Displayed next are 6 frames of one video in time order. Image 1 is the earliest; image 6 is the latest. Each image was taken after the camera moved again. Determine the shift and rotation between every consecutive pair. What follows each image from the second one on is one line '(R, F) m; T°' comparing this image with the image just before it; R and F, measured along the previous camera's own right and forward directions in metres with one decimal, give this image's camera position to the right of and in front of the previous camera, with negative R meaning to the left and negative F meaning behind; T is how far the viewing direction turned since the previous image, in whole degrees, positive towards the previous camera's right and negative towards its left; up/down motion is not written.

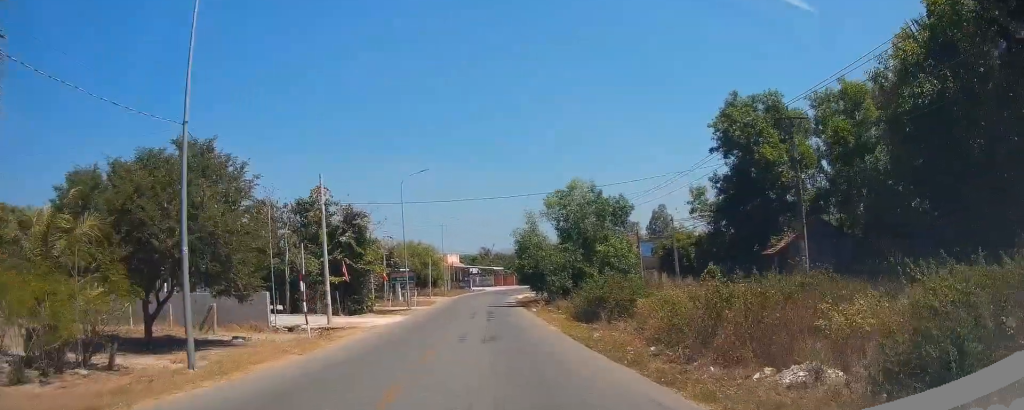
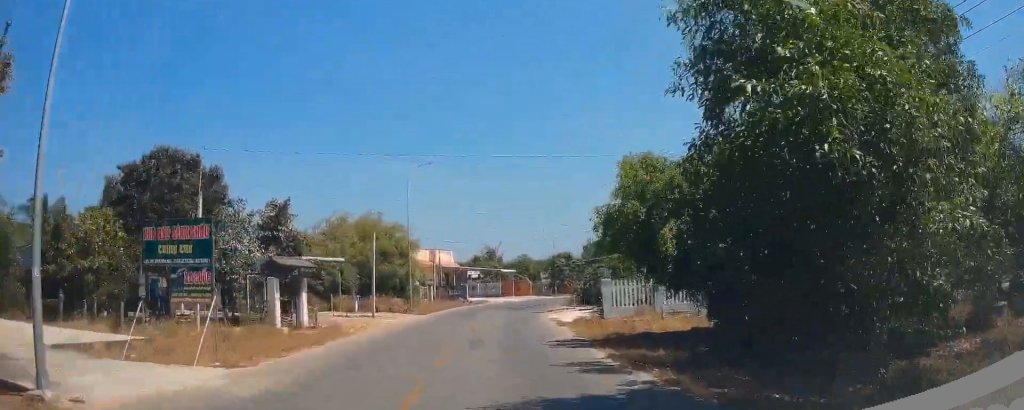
(+0.5, +42.1) m; 0°
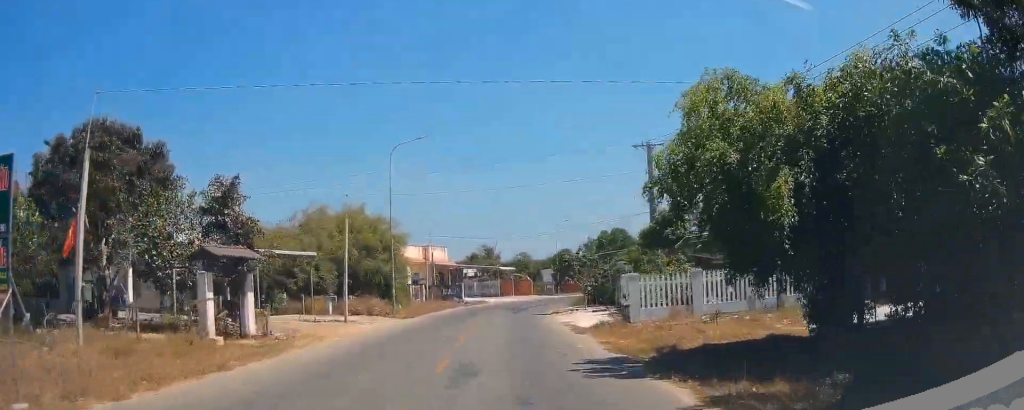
(-0.1, +7.0) m; -1°
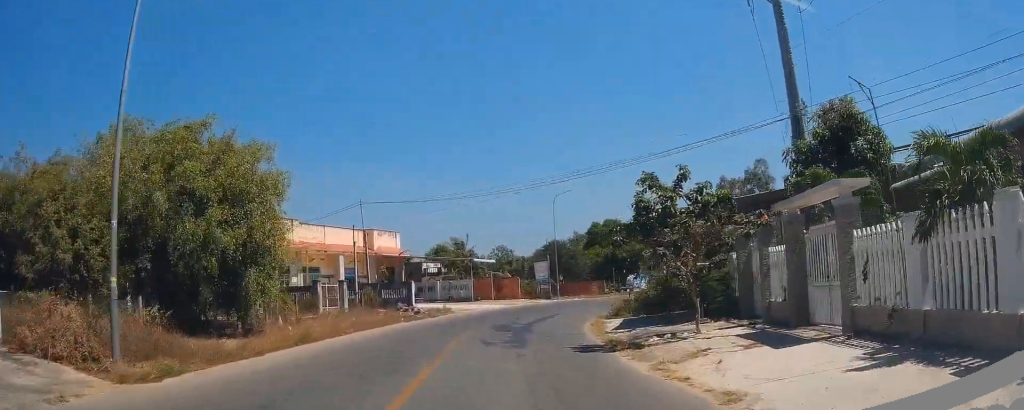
(+0.6, +27.4) m; +6°
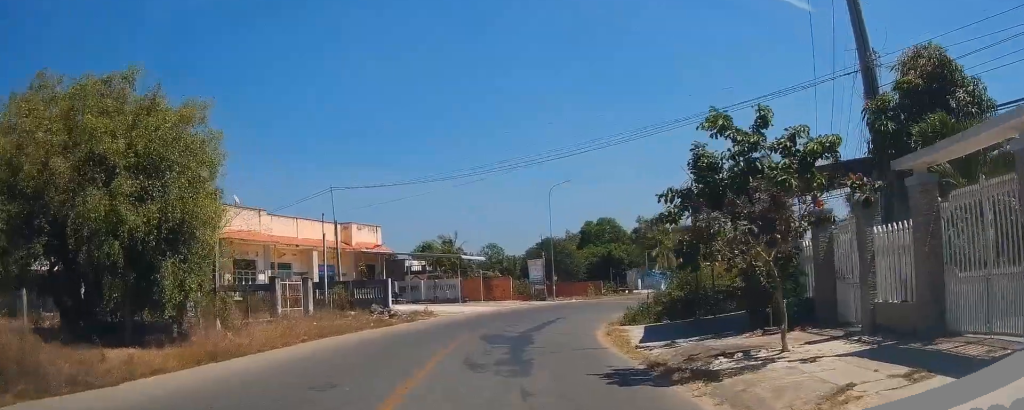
(+0.4, +5.8) m; +1°
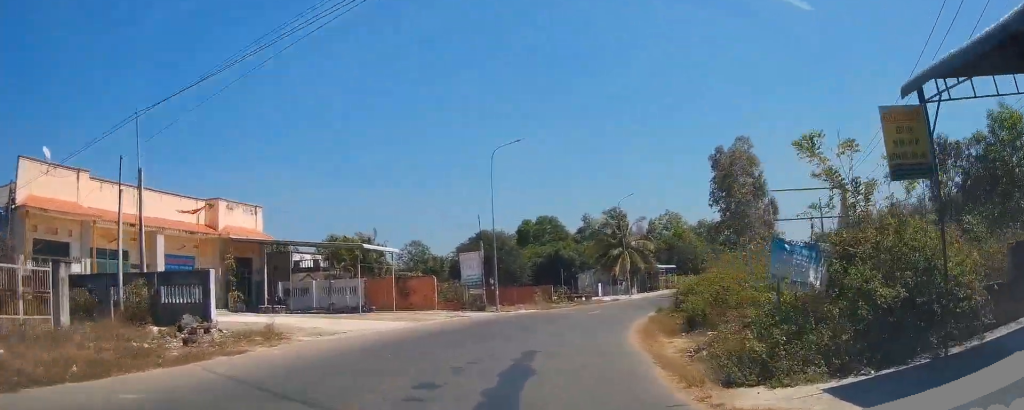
(0.0, +17.3) m; +3°
